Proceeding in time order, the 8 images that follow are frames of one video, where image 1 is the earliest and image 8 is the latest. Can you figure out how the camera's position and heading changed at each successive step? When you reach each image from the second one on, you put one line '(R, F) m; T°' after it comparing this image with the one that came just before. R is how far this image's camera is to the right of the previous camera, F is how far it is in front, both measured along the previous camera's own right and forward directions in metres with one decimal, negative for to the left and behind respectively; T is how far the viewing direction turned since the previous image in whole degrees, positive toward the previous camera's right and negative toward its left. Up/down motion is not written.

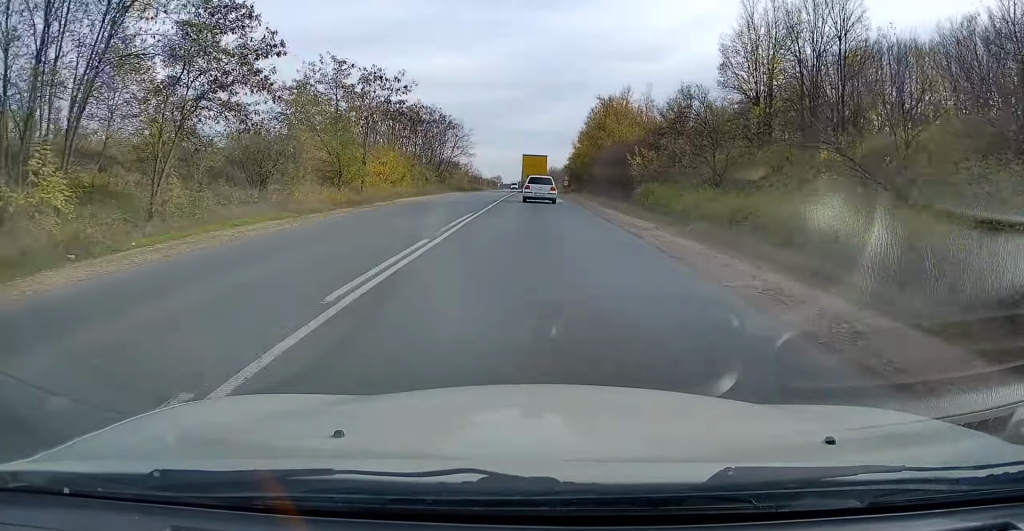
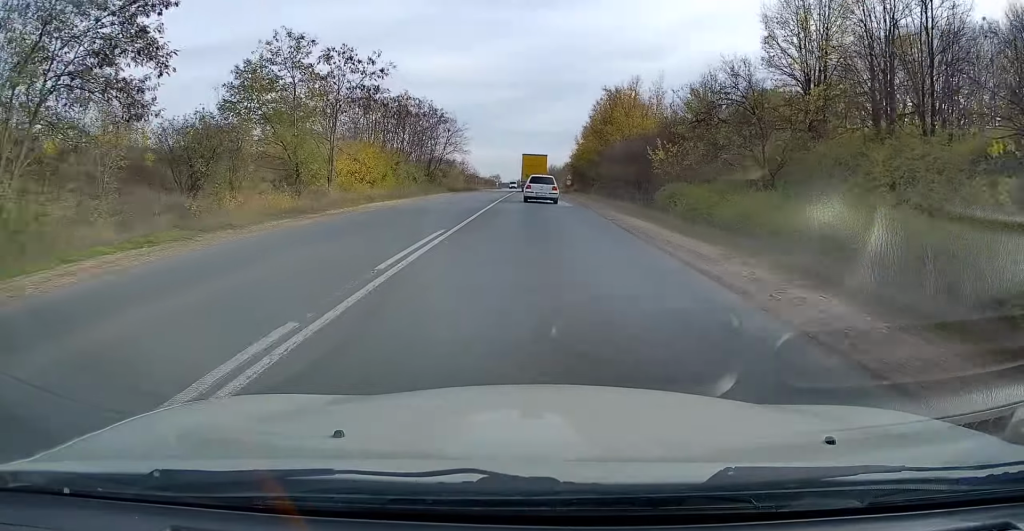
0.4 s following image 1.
(0.0, +6.5) m; 0°
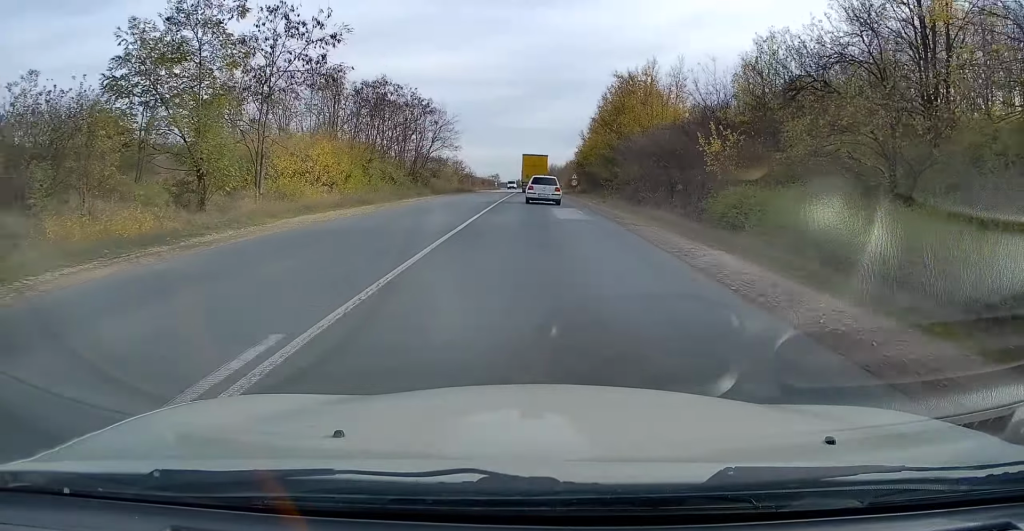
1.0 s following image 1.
(+0.1, +9.0) m; 0°
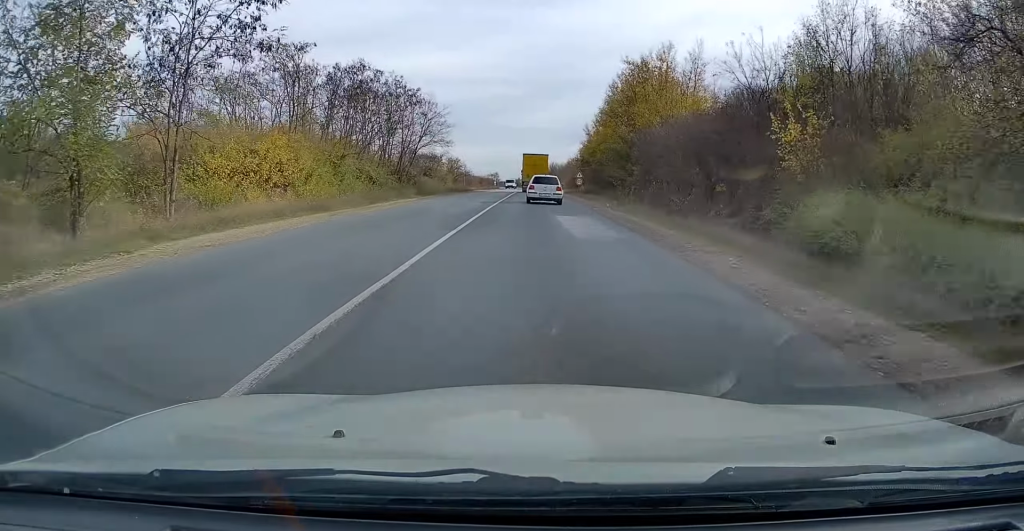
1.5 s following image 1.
(0.0, +6.8) m; 0°
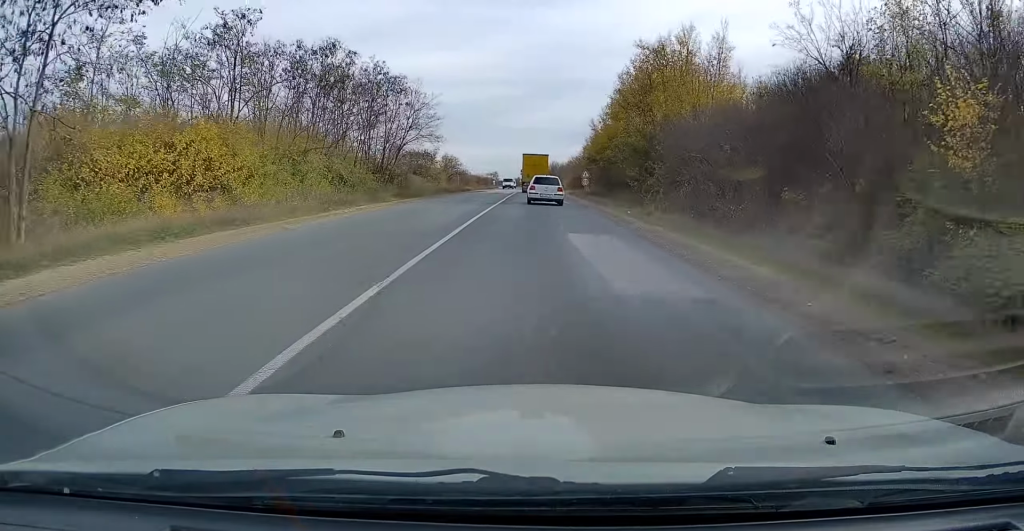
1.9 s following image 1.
(0.0, +7.6) m; 0°
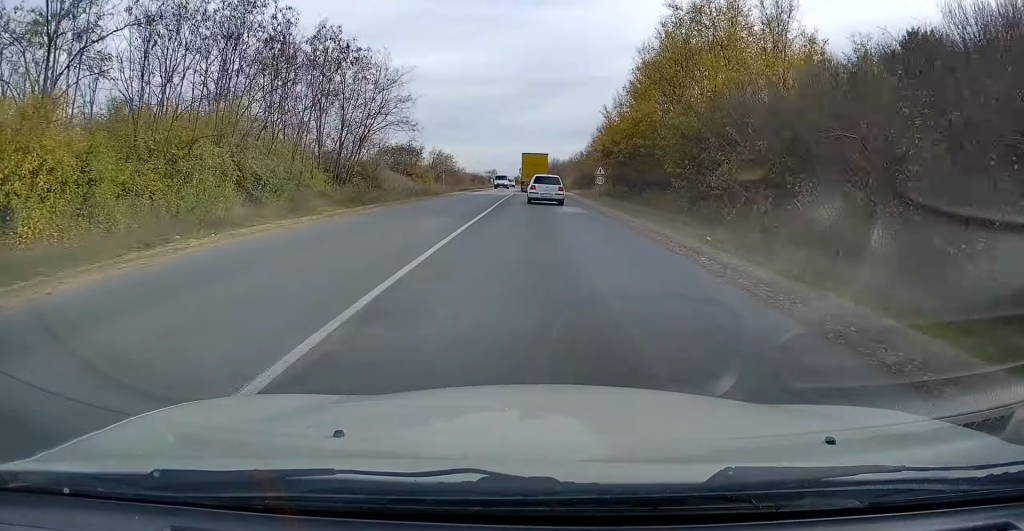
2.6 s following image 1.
(+0.1, +12.6) m; 0°
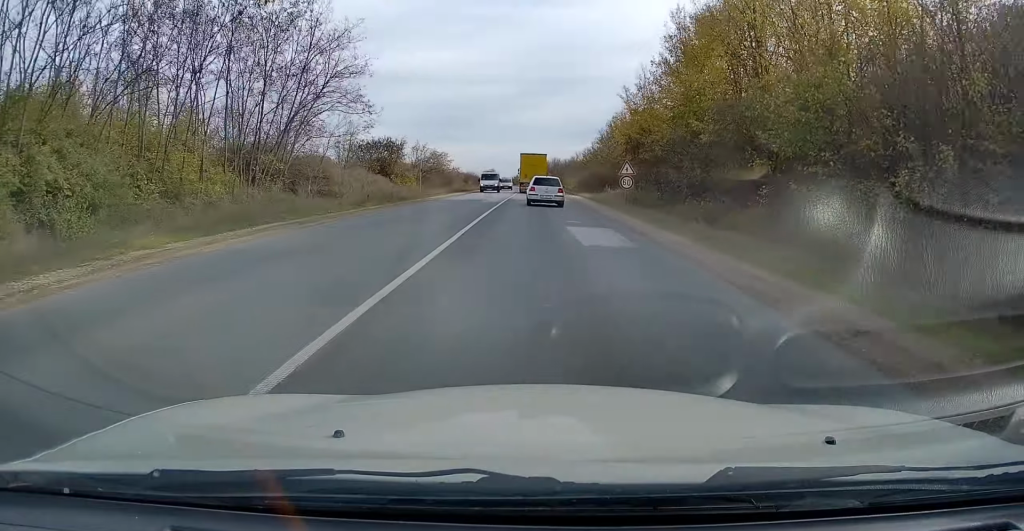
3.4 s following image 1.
(+0.1, +12.7) m; 0°
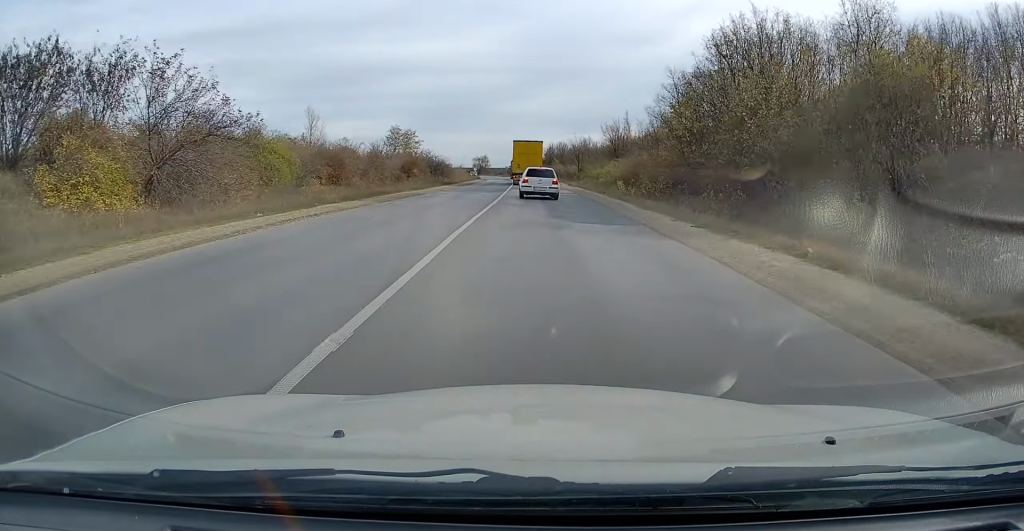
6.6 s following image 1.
(0.0, +49.1) m; 0°
